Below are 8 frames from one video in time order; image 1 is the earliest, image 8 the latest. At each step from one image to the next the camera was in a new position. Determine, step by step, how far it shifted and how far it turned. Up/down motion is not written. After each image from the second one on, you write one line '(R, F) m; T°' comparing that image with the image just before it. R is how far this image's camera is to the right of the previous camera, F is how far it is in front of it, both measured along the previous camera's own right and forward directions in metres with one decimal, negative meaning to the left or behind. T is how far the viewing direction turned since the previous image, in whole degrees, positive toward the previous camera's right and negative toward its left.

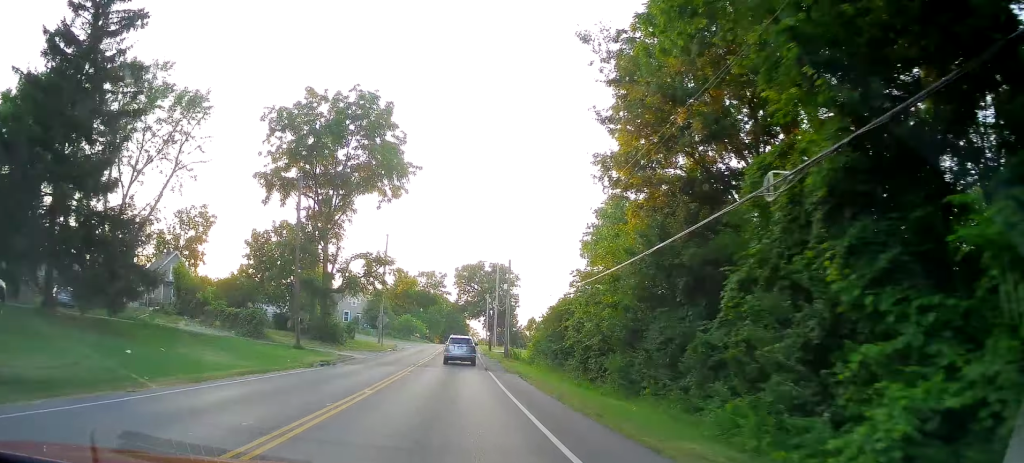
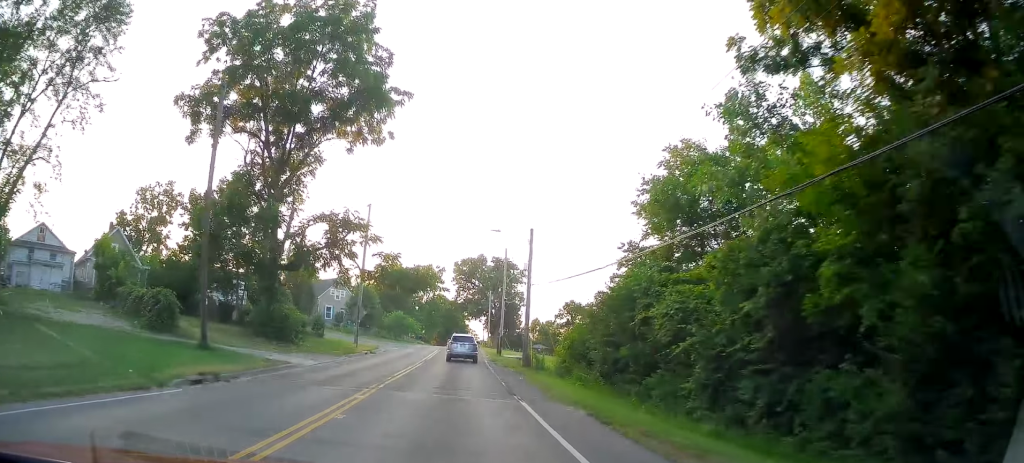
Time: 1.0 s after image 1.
(+0.6, +14.2) m; +2°
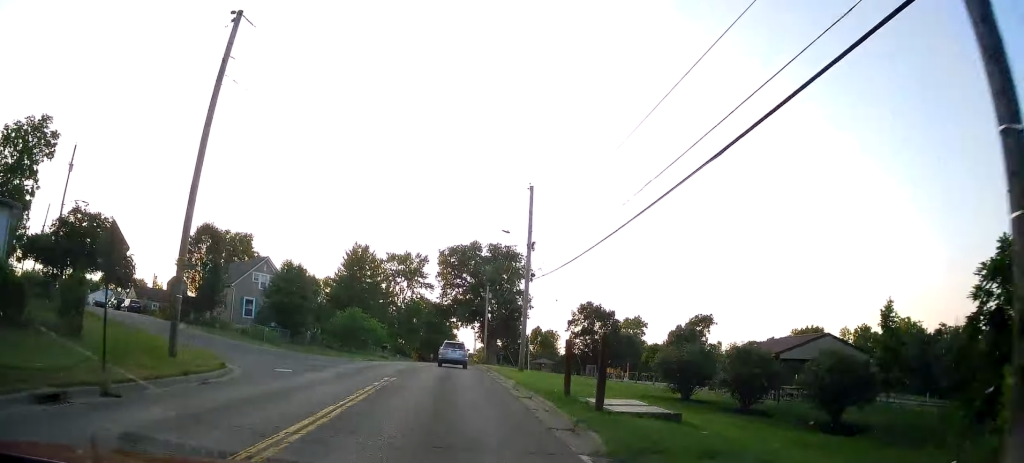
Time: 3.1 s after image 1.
(-1.2, +32.2) m; -2°
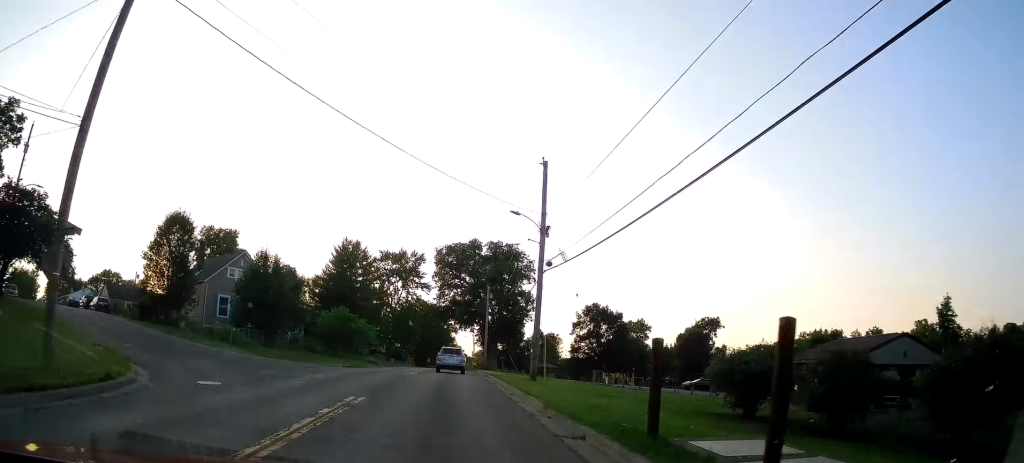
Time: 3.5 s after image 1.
(0.0, +6.7) m; +1°
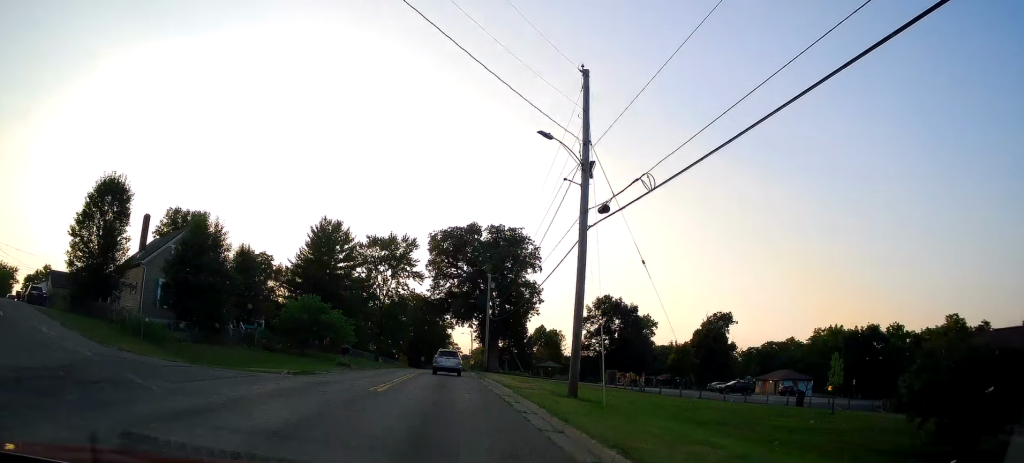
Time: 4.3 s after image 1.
(+0.2, +11.5) m; +1°
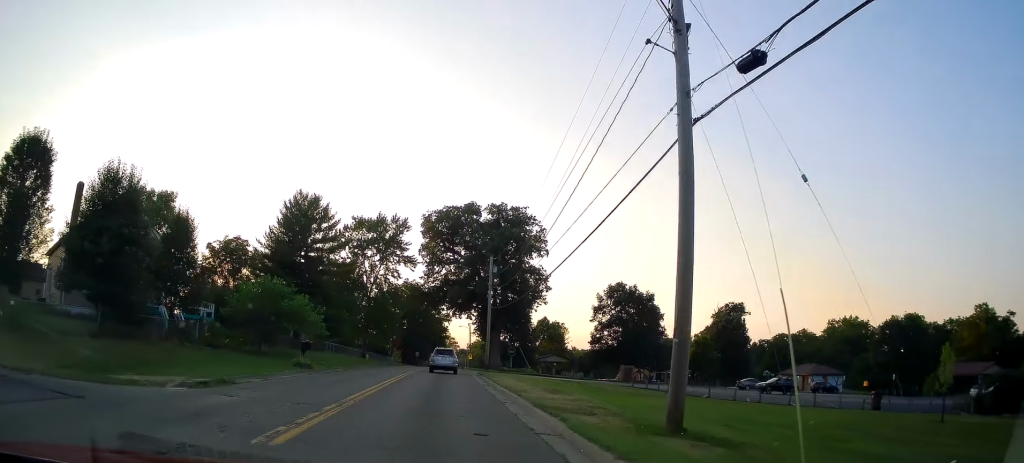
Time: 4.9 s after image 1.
(+0.1, +10.0) m; 0°
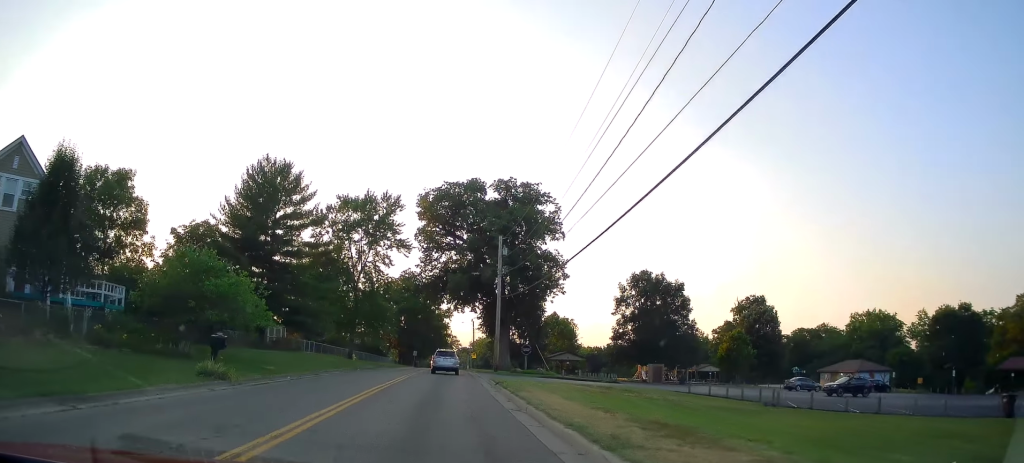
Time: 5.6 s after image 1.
(0.0, +11.7) m; -1°
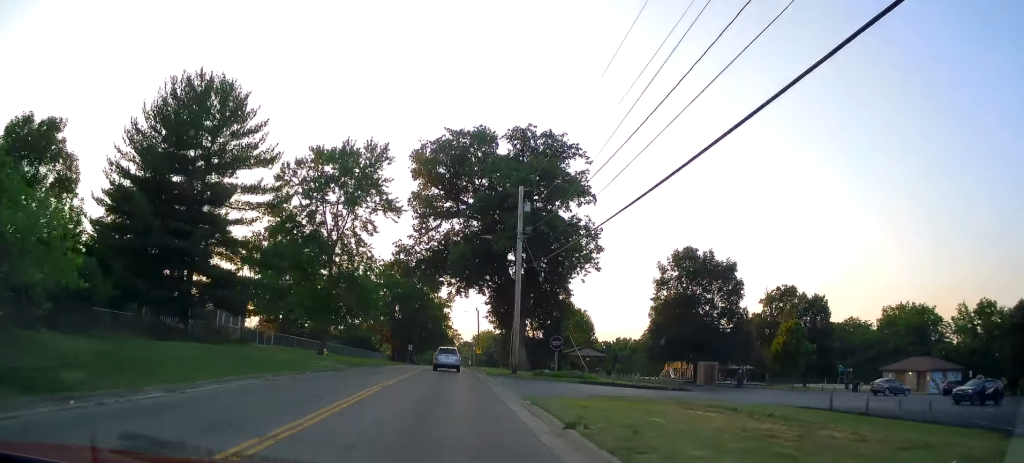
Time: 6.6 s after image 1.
(-0.3, +15.1) m; -1°
